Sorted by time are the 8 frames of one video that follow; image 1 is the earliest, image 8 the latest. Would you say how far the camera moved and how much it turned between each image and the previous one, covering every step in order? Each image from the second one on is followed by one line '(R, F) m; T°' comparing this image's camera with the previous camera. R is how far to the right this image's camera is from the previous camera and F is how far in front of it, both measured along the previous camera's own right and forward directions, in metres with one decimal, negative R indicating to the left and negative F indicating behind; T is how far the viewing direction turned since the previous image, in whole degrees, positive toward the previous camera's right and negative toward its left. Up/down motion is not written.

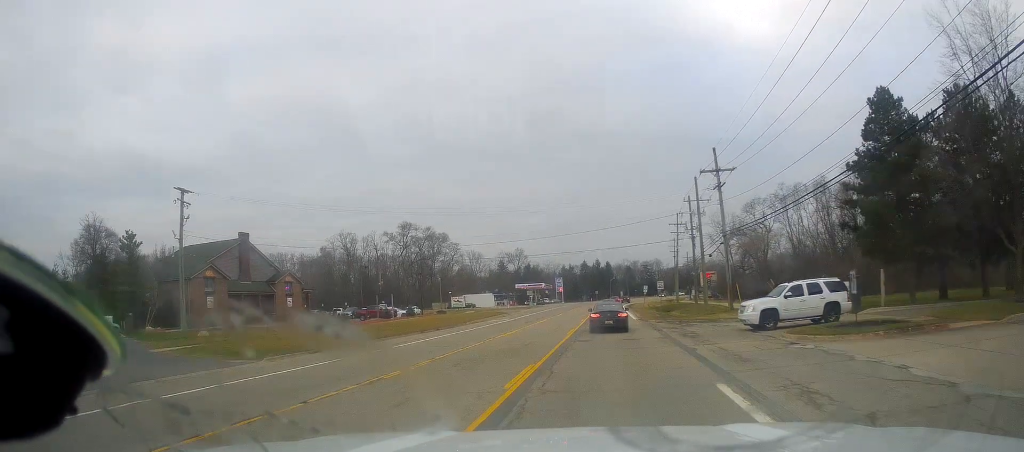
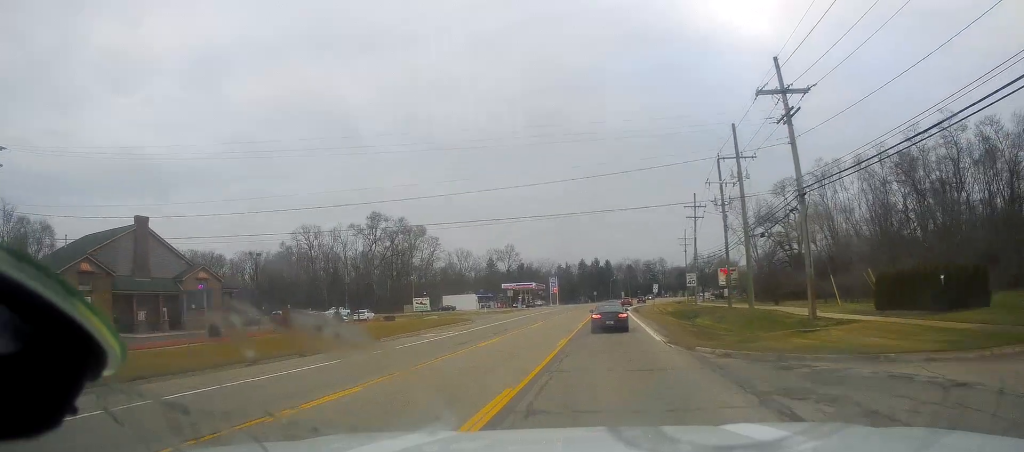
(+0.1, +20.3) m; 0°
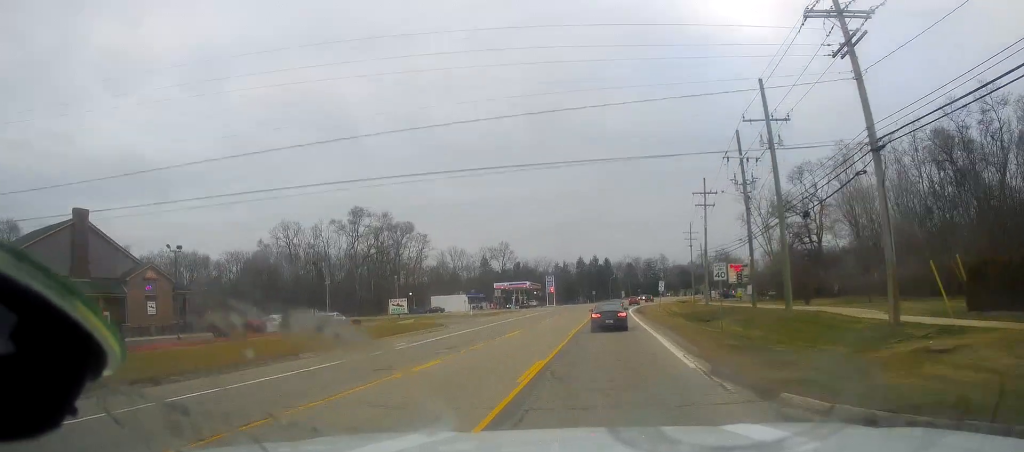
(-0.1, +9.1) m; 0°
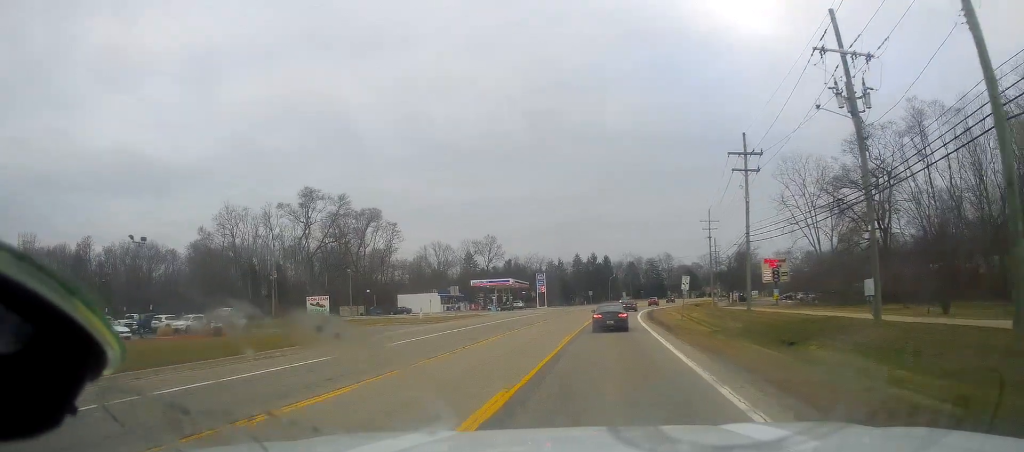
(+0.1, +20.9) m; 0°
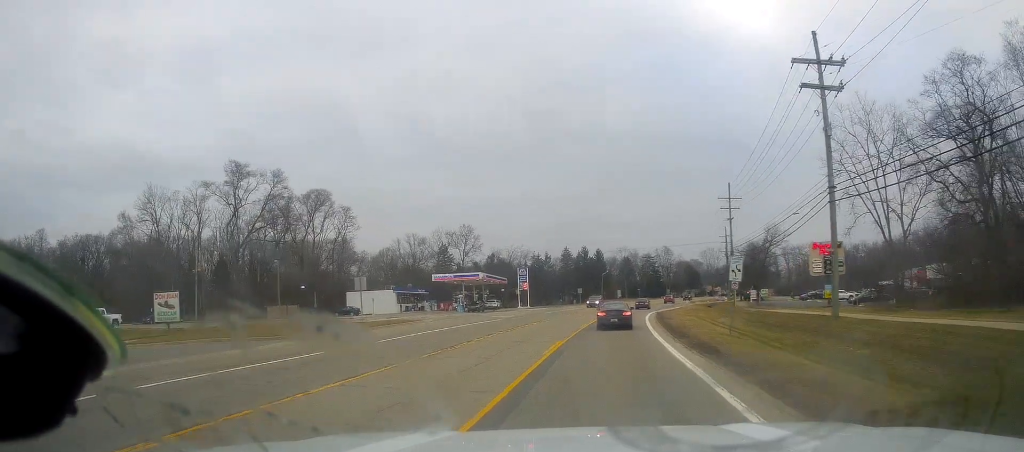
(-0.1, +20.2) m; -1°
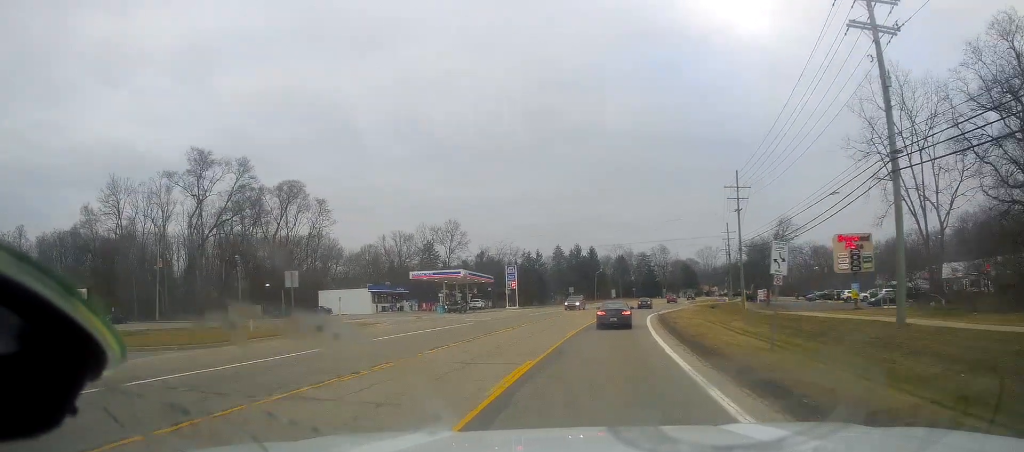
(0.0, +7.6) m; +1°
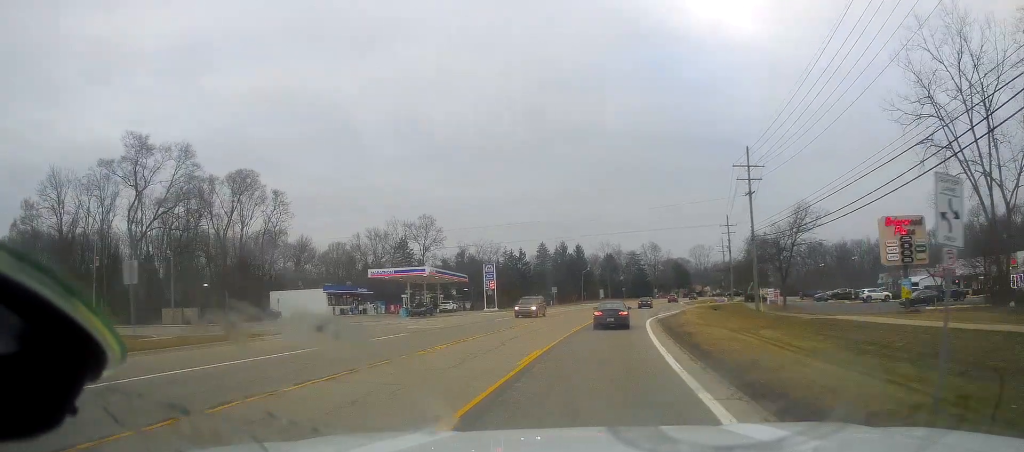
(-0.2, +10.6) m; +2°
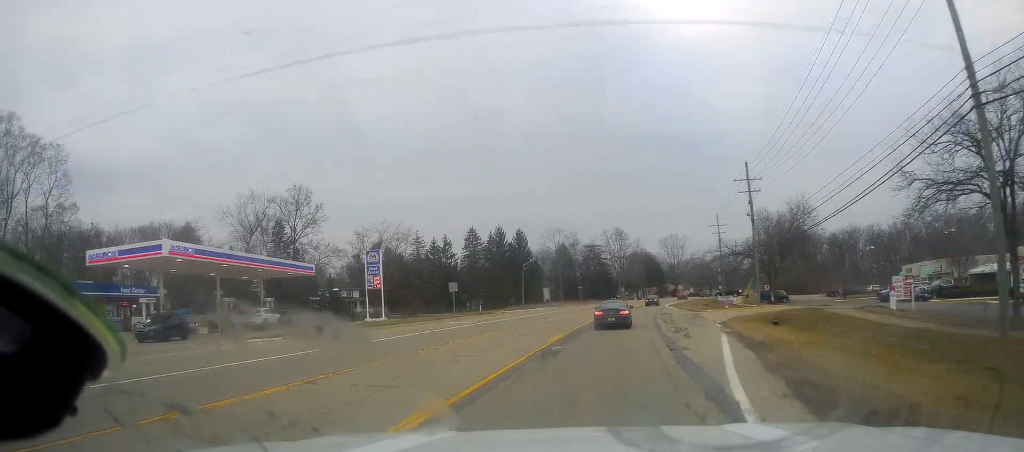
(+2.2, +39.2) m; +4°
